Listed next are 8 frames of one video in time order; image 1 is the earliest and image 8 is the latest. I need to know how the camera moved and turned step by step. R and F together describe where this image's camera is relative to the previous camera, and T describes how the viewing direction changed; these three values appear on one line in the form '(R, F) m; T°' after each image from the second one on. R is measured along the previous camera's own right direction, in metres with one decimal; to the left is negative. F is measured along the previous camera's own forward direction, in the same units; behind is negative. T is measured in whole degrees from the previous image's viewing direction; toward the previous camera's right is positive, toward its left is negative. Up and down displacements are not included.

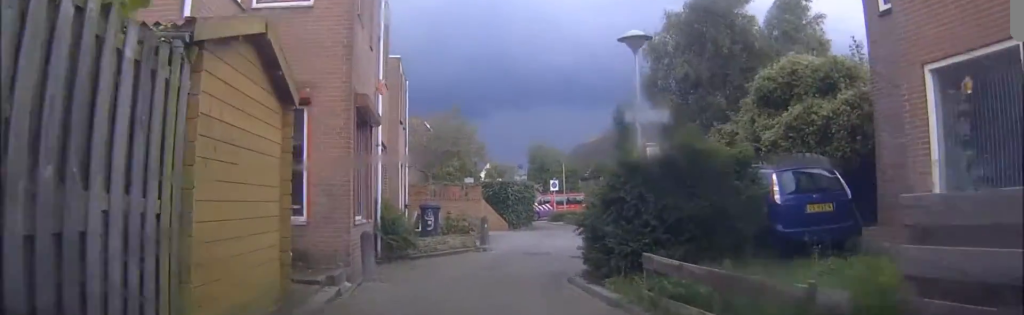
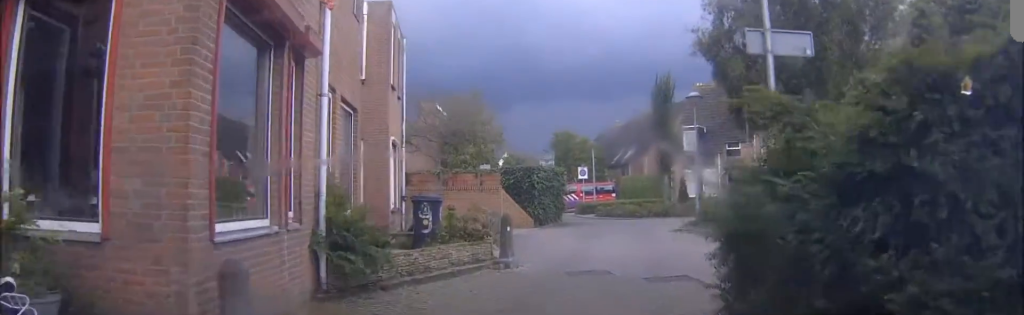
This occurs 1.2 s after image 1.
(+0.4, +5.7) m; +8°
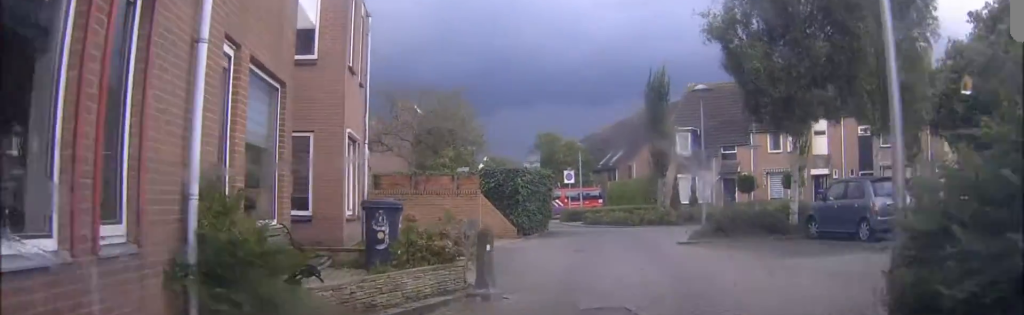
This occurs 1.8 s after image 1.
(+0.1, +3.3) m; +4°
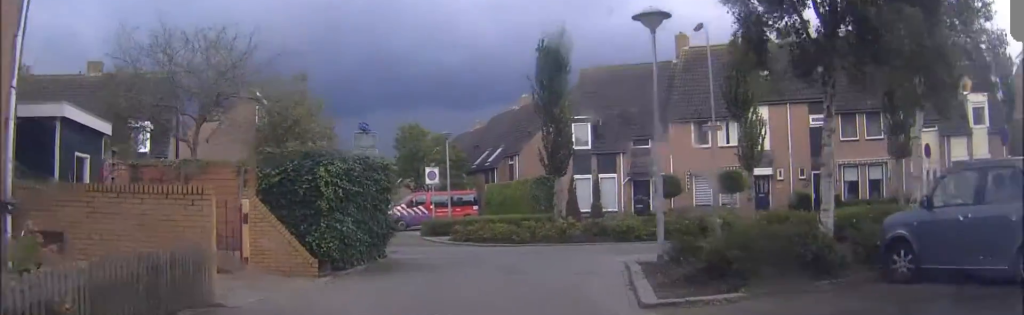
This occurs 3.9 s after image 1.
(+1.0, +10.4) m; +9°
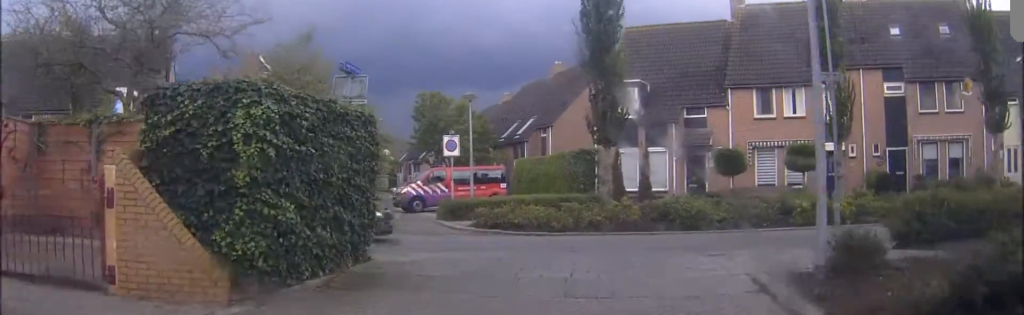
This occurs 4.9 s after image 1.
(-0.1, +5.2) m; -2°
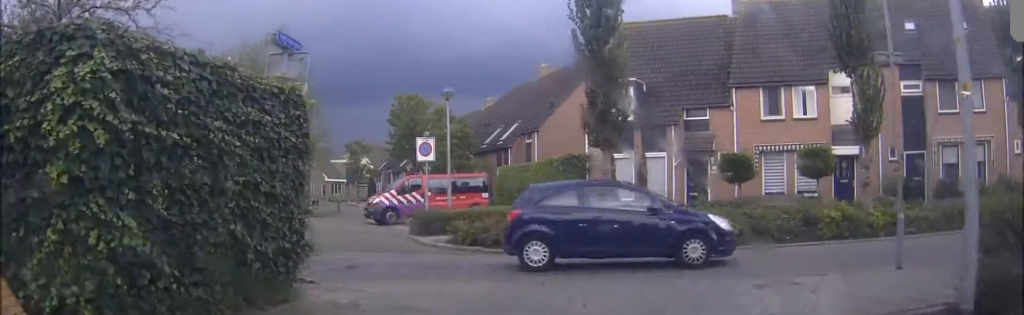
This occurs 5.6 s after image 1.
(-0.2, +3.0) m; +1°
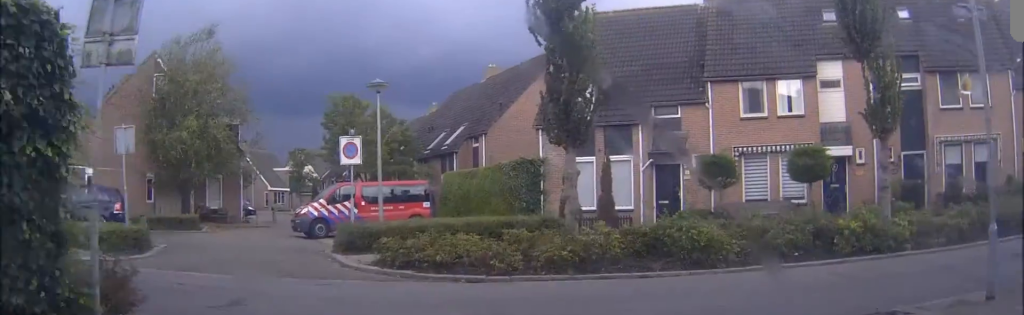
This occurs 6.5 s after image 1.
(+0.3, +3.9) m; +6°
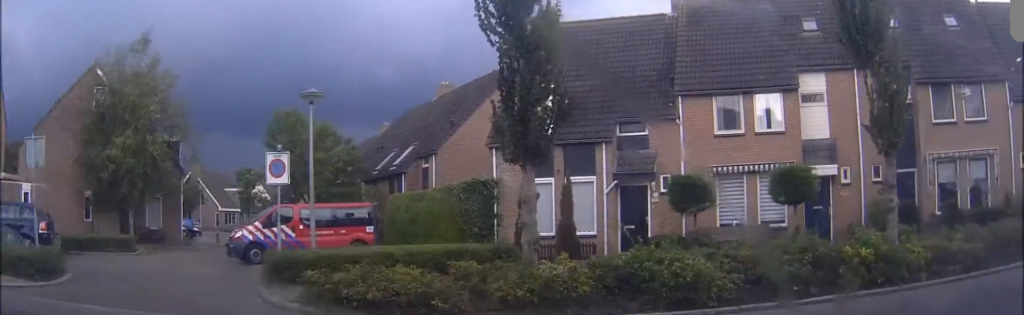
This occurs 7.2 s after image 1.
(+0.1, +2.5) m; +3°
